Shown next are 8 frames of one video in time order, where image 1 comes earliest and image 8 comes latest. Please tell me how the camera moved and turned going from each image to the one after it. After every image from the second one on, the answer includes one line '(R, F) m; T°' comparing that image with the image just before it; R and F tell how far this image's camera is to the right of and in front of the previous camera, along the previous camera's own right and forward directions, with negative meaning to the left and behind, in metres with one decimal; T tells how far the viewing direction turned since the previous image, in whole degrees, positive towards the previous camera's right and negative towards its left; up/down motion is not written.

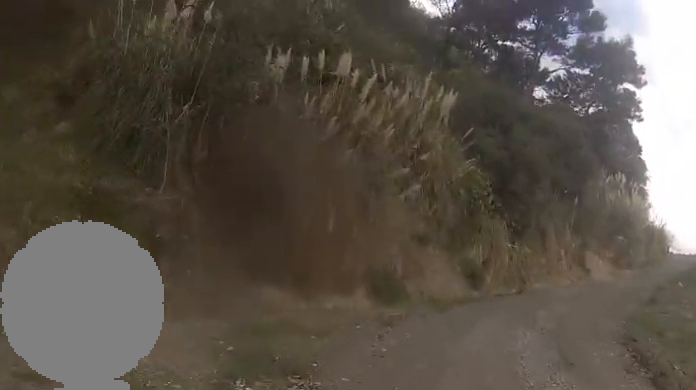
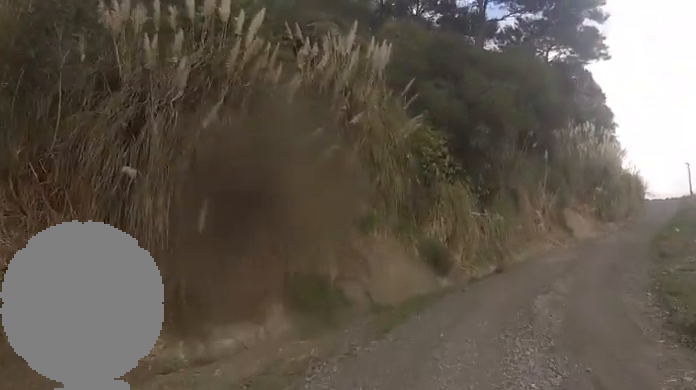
(0.0, +4.5) m; +5°
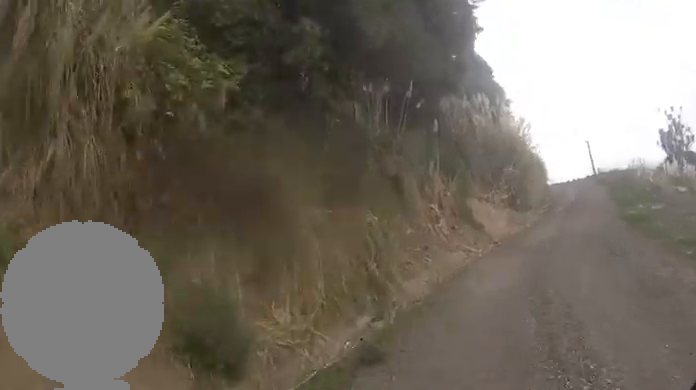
(+0.9, +9.5) m; +4°
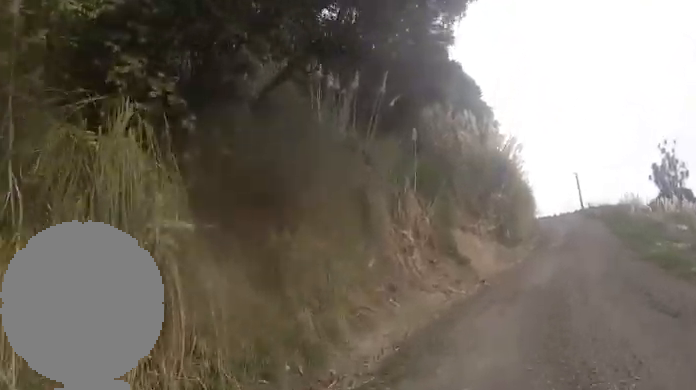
(-0.1, +3.8) m; +2°
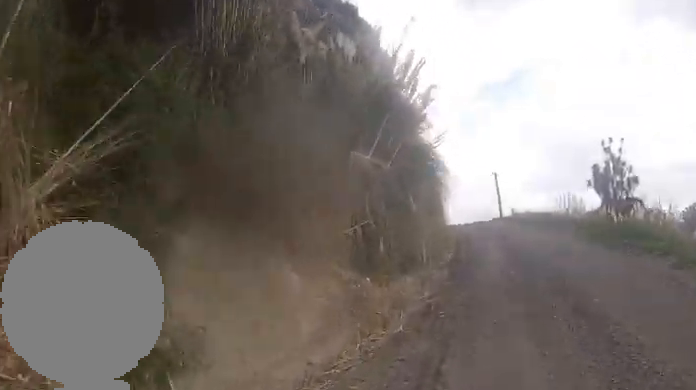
(+1.2, +13.0) m; +11°
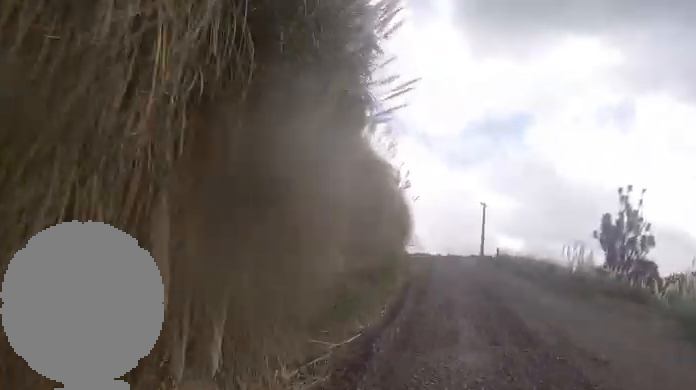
(+0.1, +7.9) m; 0°
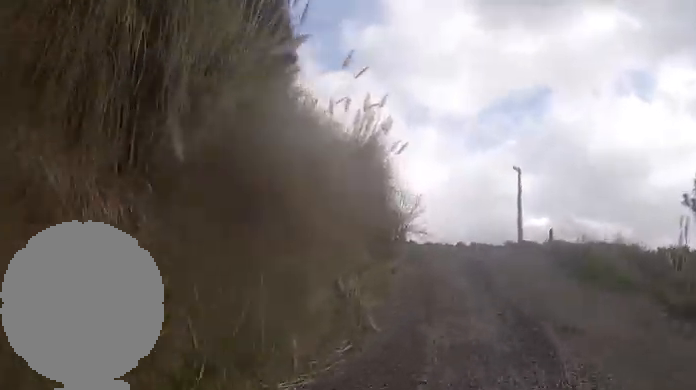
(-0.2, +12.2) m; -7°
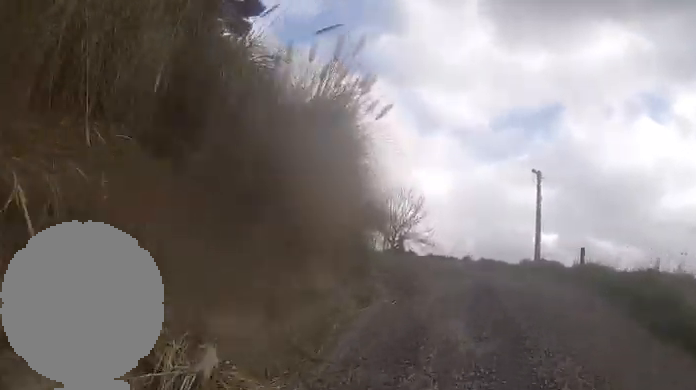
(-0.5, +4.6) m; -3°
